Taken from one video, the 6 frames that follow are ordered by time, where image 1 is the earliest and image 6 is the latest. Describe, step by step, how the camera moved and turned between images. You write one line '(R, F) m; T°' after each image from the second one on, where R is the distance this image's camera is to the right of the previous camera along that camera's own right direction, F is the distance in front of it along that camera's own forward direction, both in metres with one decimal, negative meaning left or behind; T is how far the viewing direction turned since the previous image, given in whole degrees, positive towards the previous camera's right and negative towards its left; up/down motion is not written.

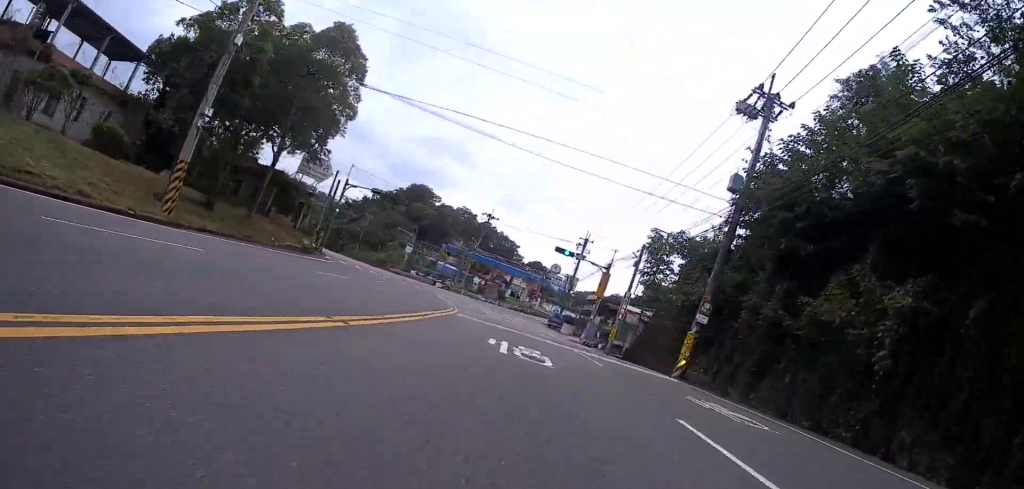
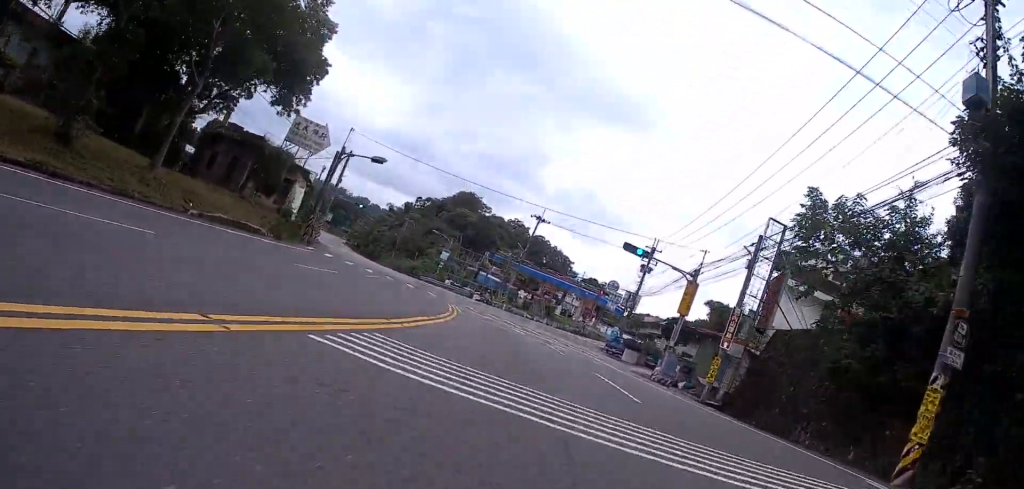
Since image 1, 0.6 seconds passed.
(-0.1, +12.2) m; -4°
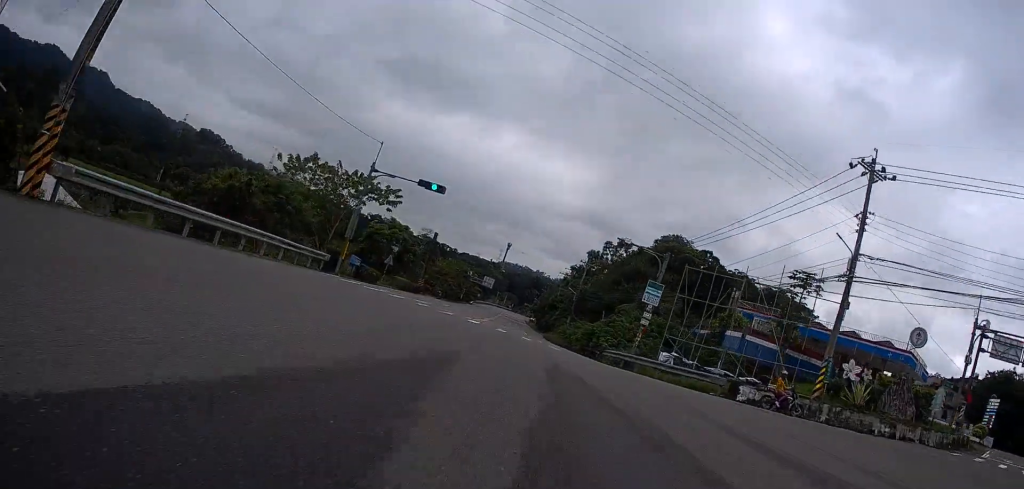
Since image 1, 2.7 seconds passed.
(-7.4, +42.7) m; -17°
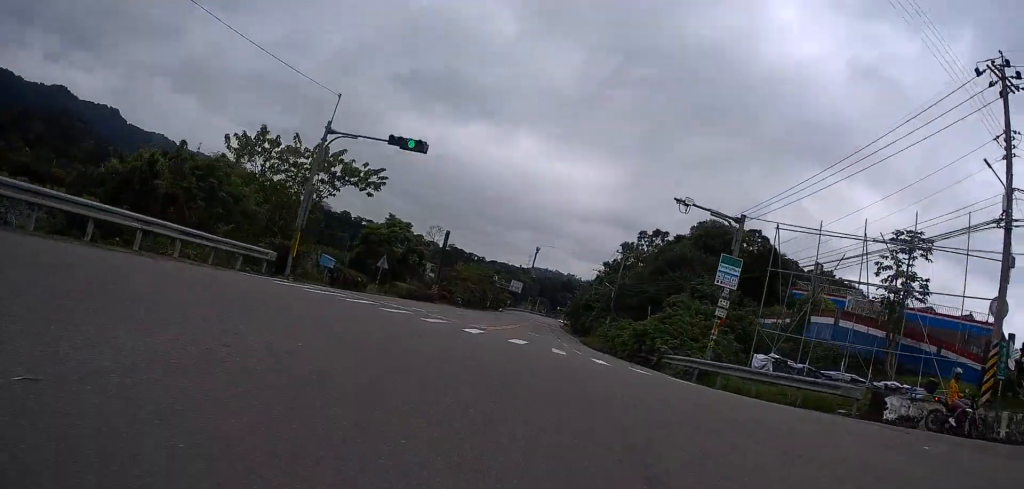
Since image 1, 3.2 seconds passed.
(-0.3, +10.6) m; -1°
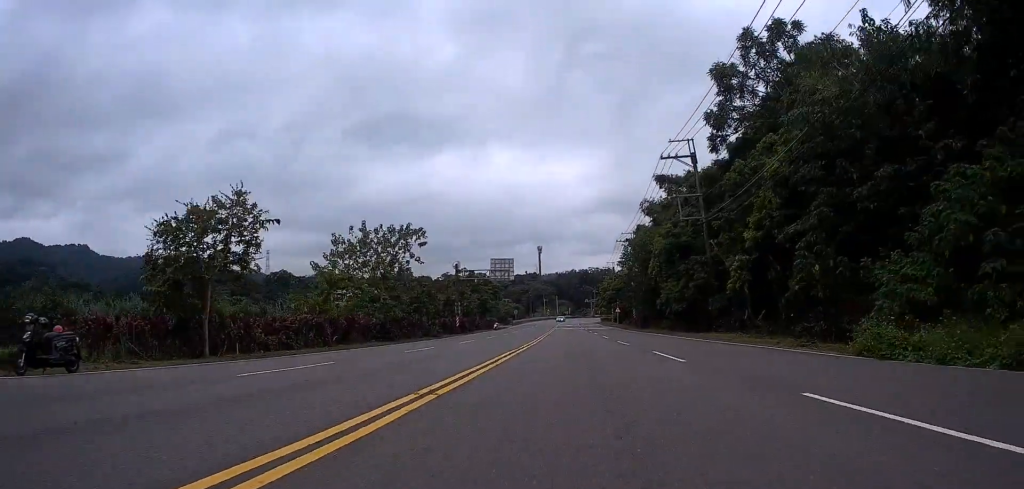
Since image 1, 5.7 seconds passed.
(-0.9, +69.8) m; -1°
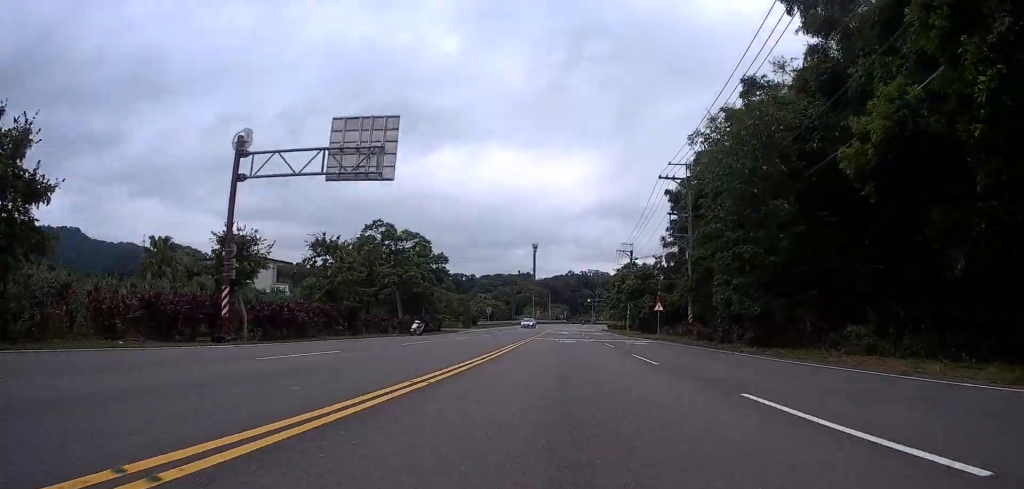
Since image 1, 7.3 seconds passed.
(0.0, +42.8) m; +1°
